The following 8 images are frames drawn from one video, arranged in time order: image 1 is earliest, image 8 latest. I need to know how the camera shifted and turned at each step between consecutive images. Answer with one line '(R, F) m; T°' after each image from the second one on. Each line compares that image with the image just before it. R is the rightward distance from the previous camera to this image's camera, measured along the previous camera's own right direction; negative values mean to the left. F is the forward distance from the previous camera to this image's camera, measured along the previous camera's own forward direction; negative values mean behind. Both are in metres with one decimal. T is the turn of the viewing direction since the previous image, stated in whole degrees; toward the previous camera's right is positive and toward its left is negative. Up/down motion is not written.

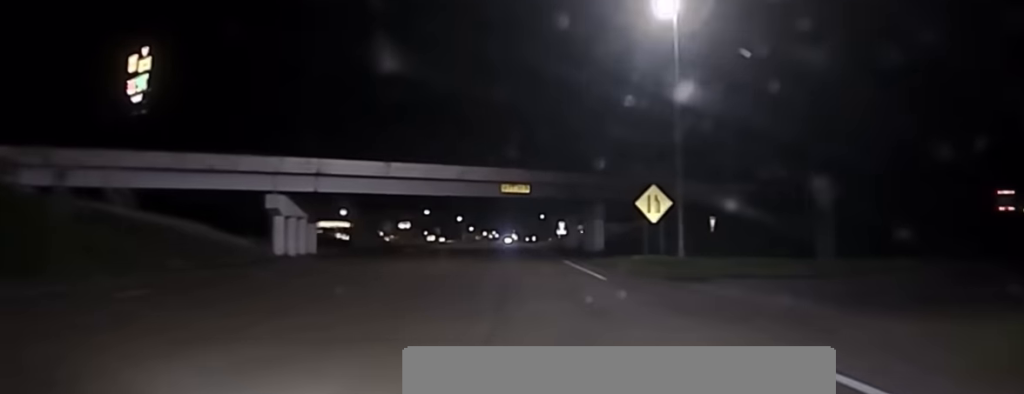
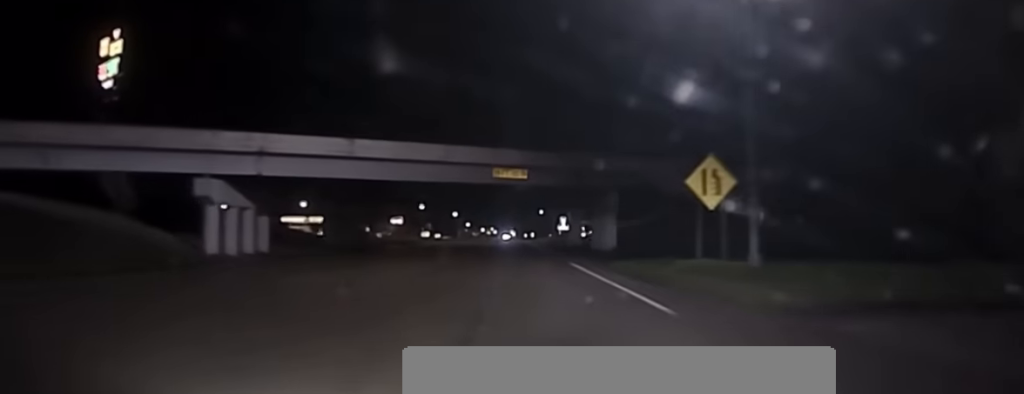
(+0.2, +13.9) m; 0°
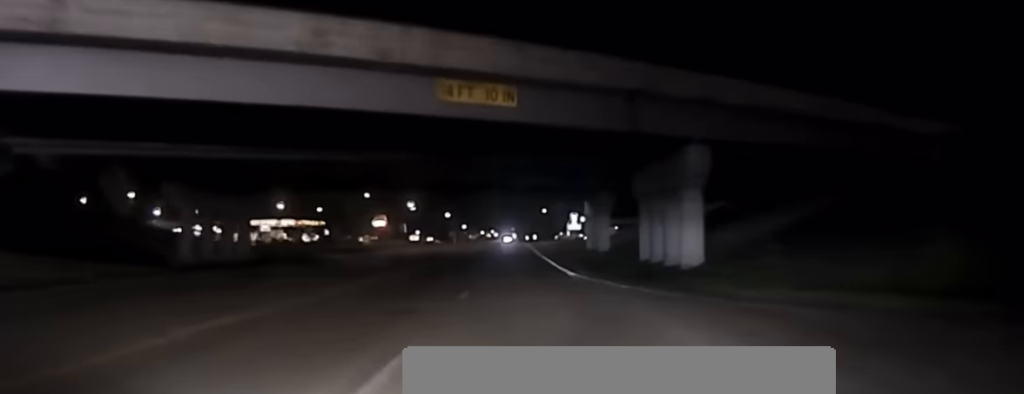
(-0.4, +35.7) m; -1°
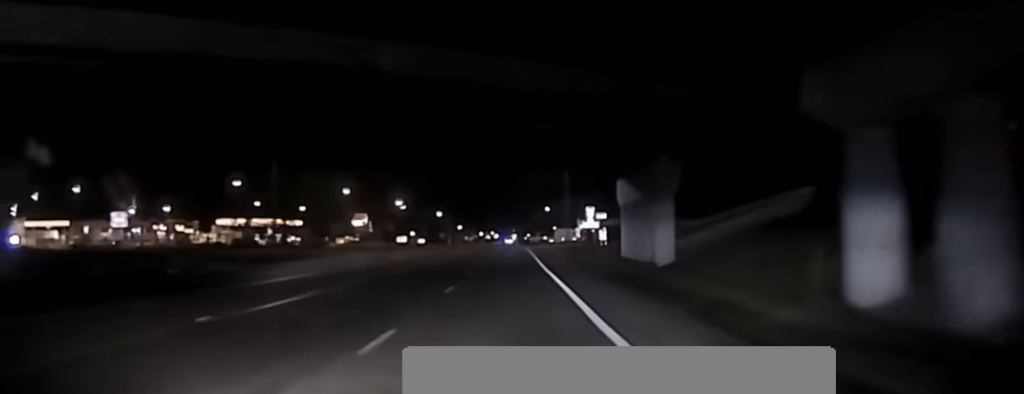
(0.0, +31.3) m; +1°
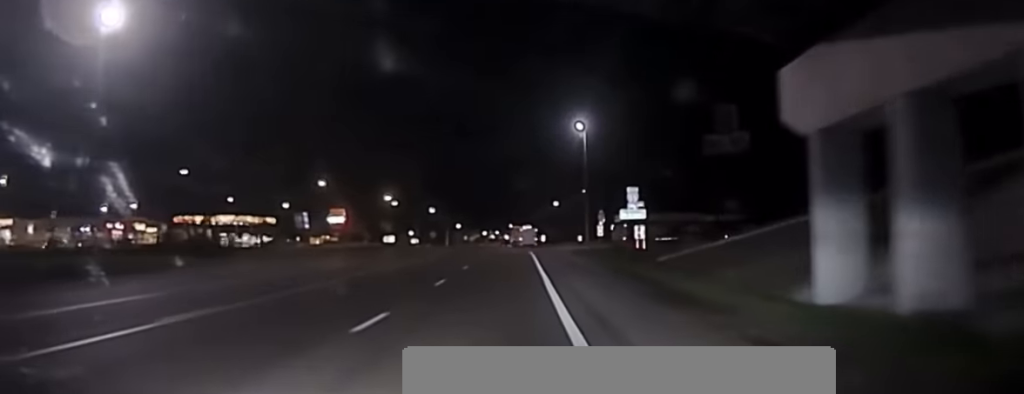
(+0.5, +32.4) m; -1°
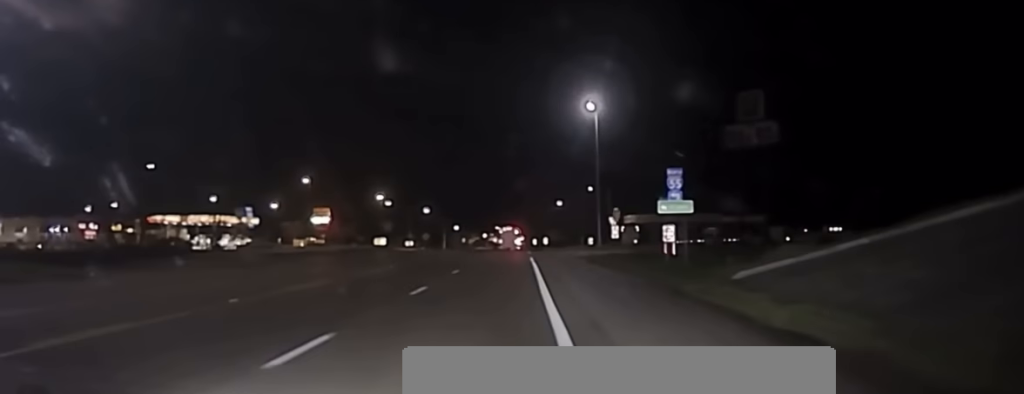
(-0.8, +15.6) m; -3°
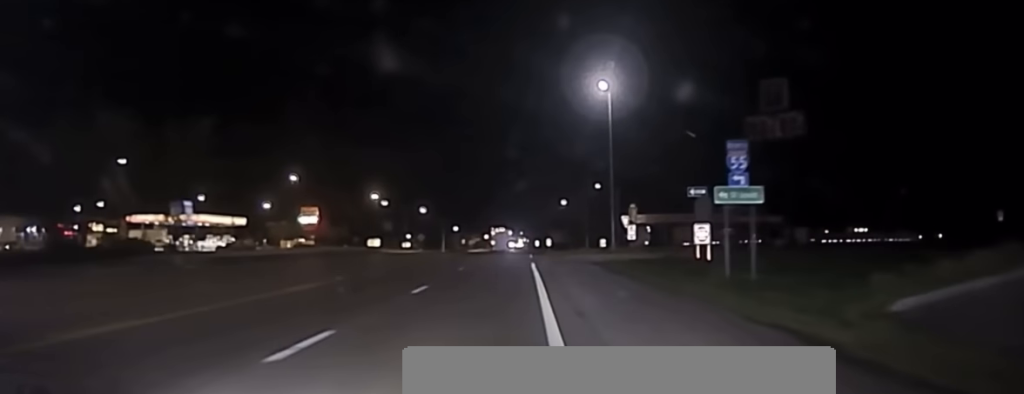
(-0.1, +11.0) m; +1°
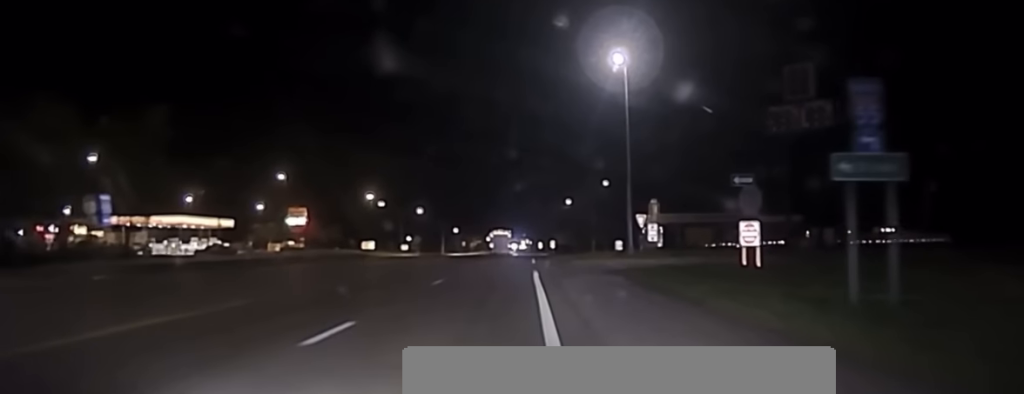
(+0.1, +10.5) m; +1°
